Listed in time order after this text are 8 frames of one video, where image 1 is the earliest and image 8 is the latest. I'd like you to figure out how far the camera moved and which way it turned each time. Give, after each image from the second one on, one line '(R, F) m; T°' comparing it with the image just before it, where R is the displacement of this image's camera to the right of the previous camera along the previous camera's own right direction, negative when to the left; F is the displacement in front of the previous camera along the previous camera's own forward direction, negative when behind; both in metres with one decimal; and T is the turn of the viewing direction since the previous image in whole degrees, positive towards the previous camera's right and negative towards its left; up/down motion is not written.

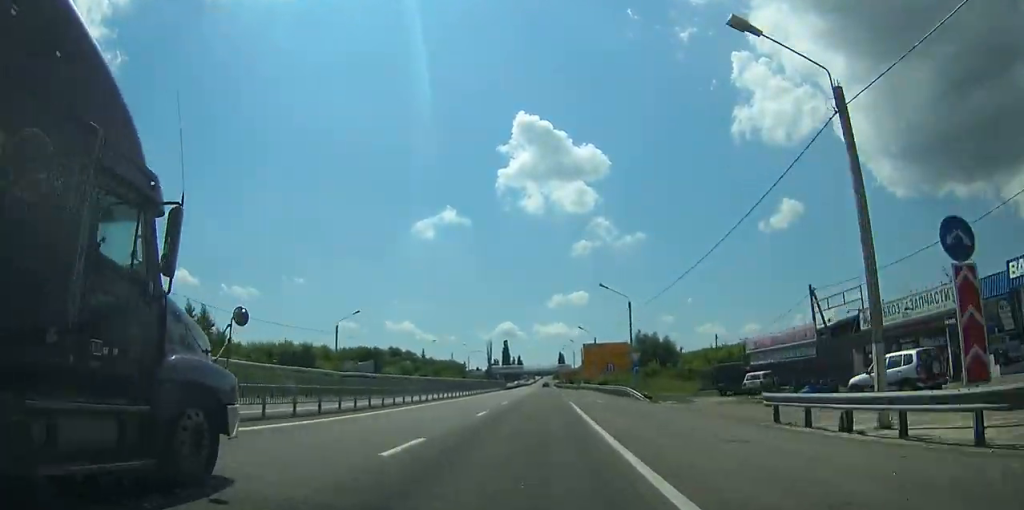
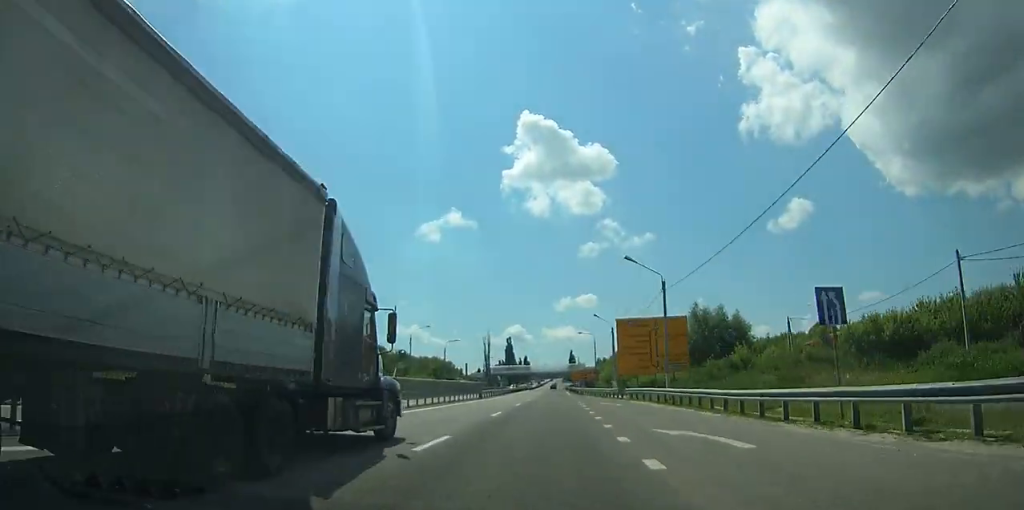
(-0.1, +48.7) m; 0°
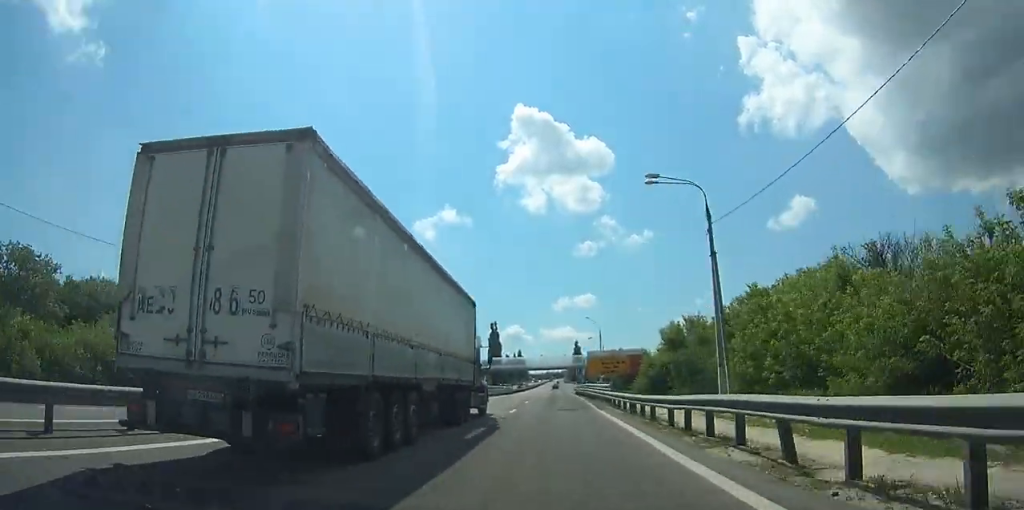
(0.0, +83.1) m; +5°
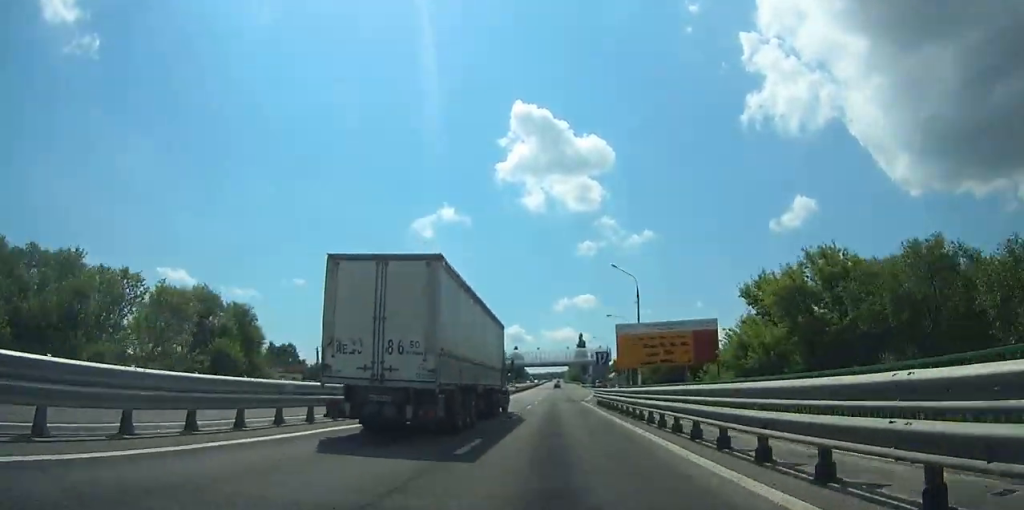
(+3.0, +39.8) m; -2°
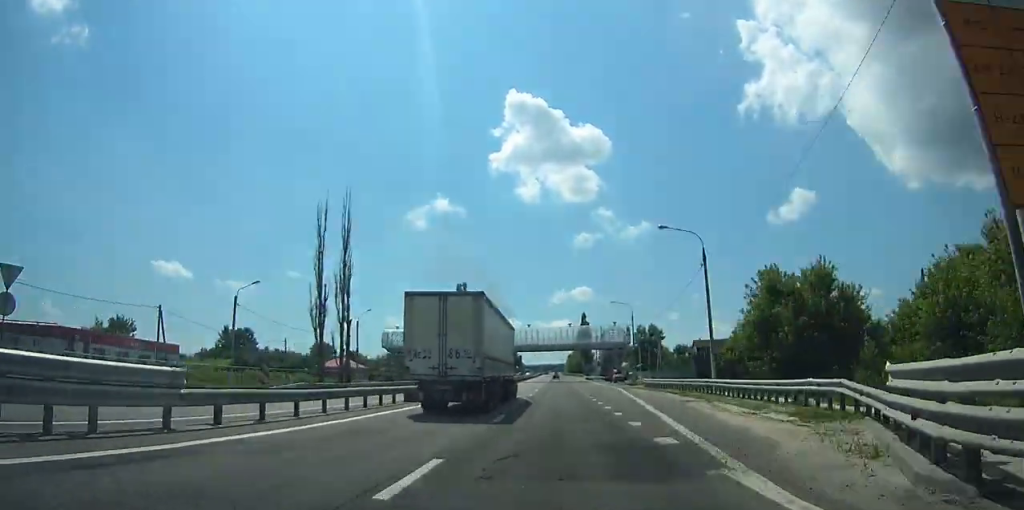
(-1.0, +40.6) m; -5°
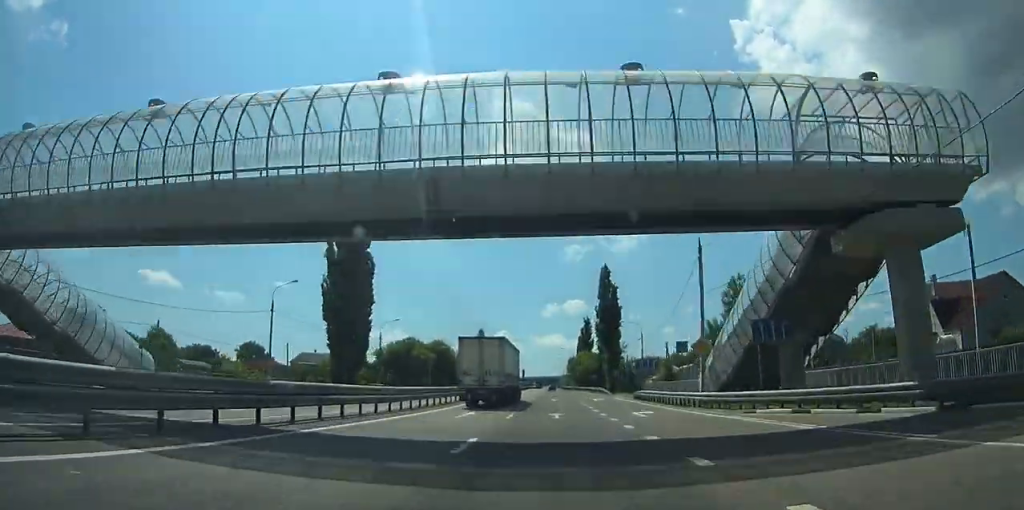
(-3.9, +85.3) m; -3°
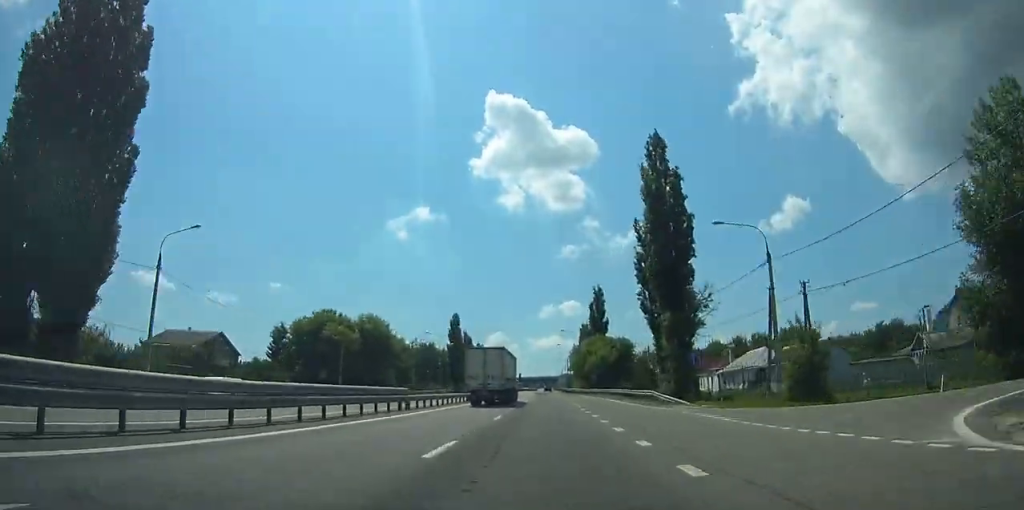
(-4.1, +43.3) m; +4°
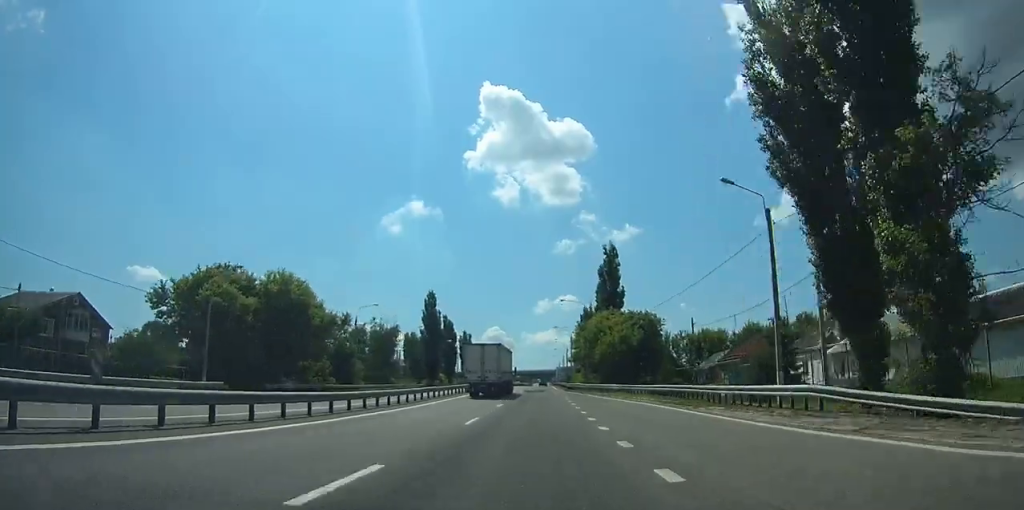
(+2.1, +25.6) m; +5°
